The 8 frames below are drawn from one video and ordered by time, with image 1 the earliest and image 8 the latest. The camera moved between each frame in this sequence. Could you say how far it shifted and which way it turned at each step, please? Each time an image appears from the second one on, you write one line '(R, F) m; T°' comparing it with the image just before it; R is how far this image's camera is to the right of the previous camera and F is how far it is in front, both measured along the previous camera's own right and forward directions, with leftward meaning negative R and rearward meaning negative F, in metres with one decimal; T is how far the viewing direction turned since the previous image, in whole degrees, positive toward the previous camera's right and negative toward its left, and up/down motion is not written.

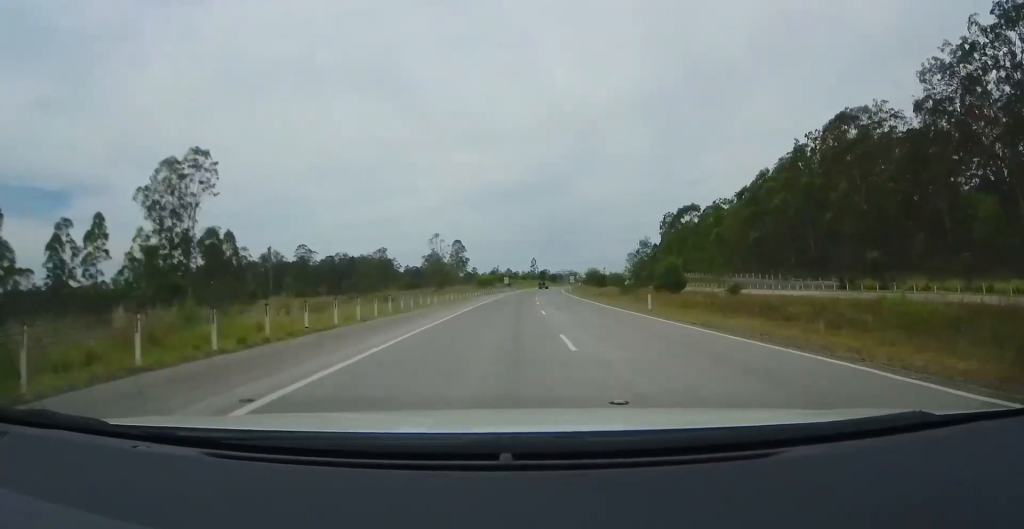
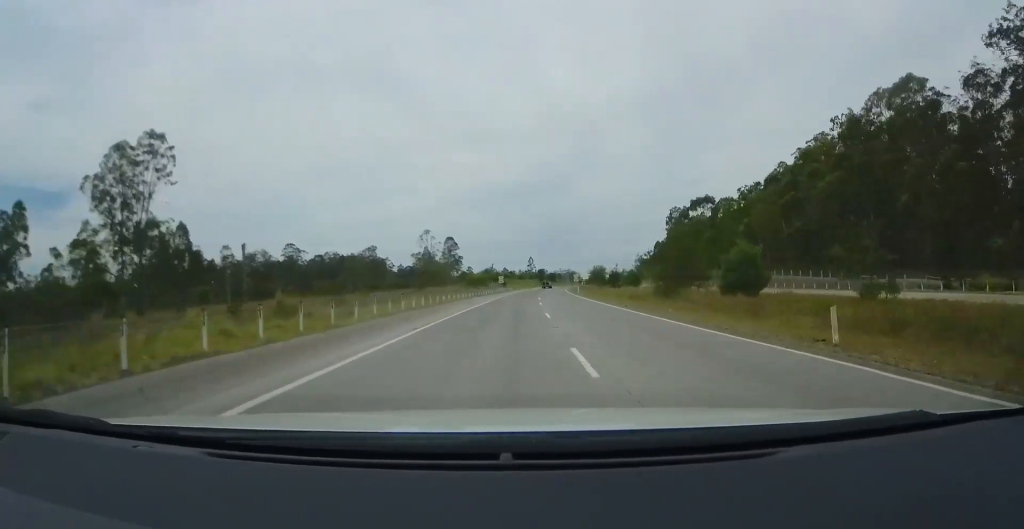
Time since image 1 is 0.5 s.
(+0.4, +15.6) m; +1°
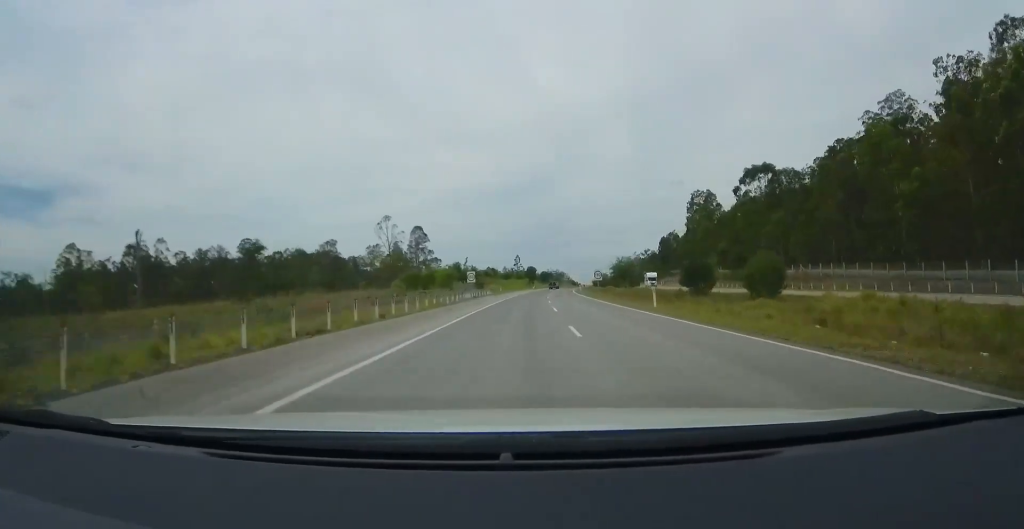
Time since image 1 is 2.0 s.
(-0.2, +43.4) m; +1°
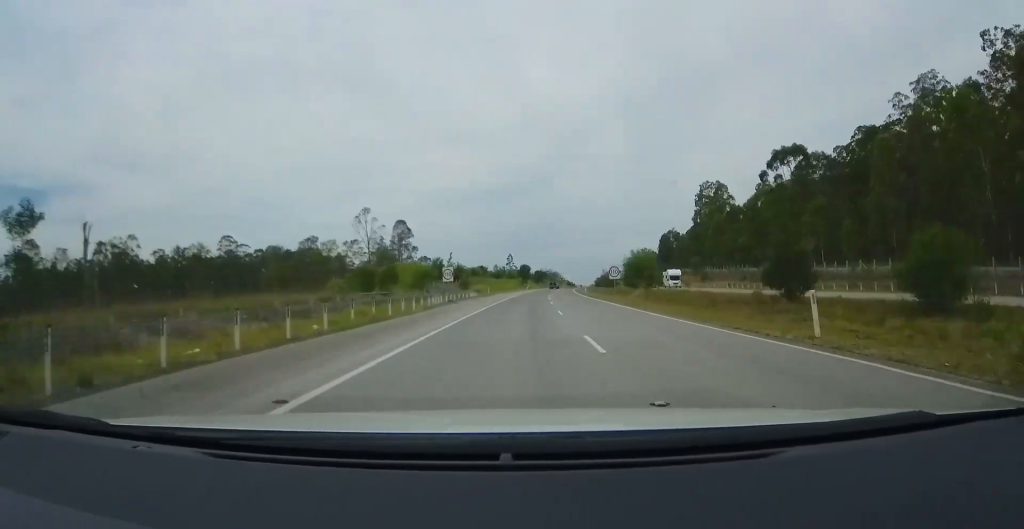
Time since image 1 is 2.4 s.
(0.0, +14.5) m; +1°
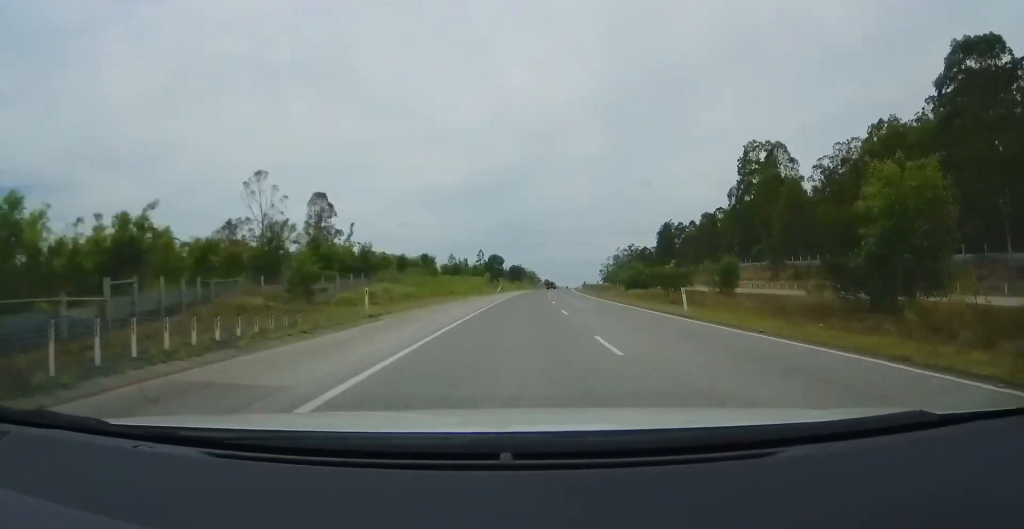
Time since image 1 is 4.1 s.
(+0.8, +49.3) m; +2°
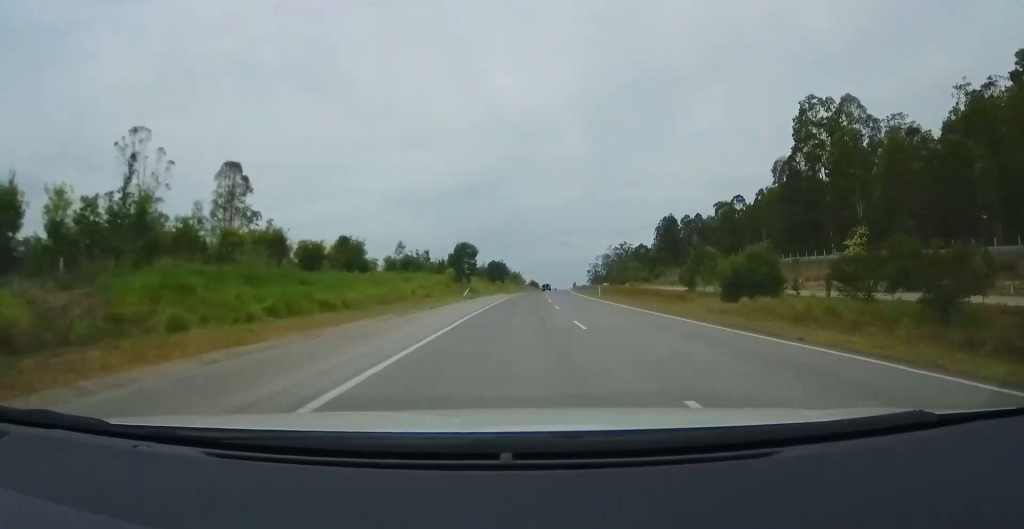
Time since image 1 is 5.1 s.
(+0.8, +31.2) m; +2°
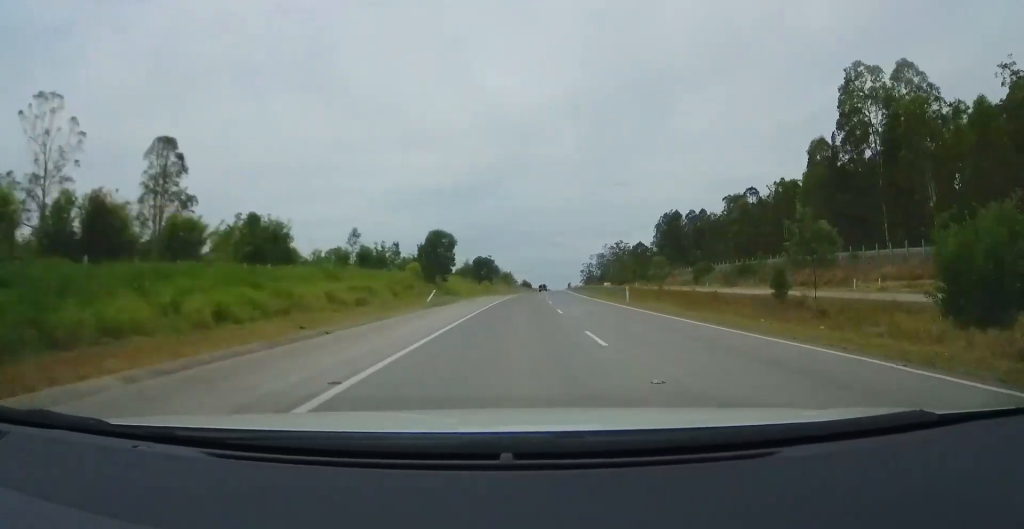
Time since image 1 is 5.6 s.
(+0.2, +15.6) m; +1°
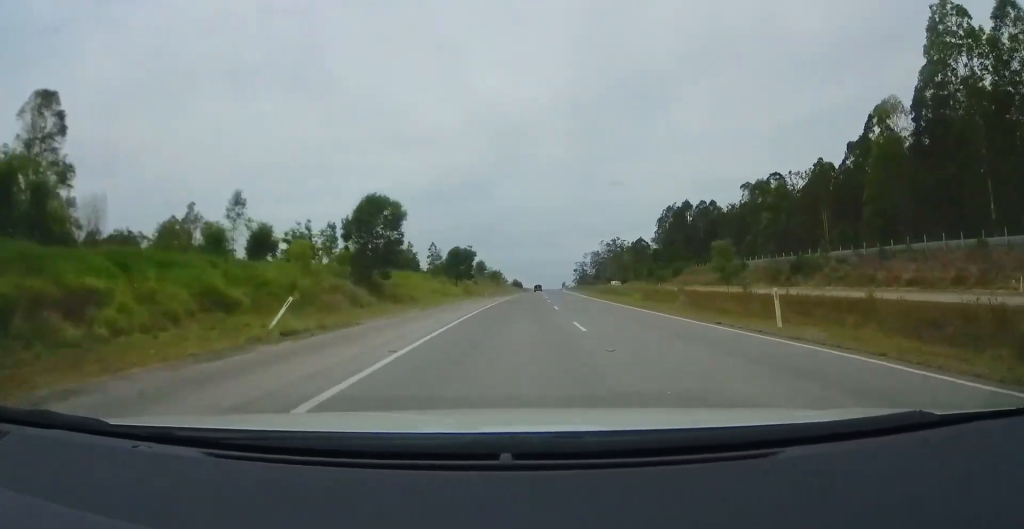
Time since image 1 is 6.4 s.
(-0.5, +21.6) m; +1°
